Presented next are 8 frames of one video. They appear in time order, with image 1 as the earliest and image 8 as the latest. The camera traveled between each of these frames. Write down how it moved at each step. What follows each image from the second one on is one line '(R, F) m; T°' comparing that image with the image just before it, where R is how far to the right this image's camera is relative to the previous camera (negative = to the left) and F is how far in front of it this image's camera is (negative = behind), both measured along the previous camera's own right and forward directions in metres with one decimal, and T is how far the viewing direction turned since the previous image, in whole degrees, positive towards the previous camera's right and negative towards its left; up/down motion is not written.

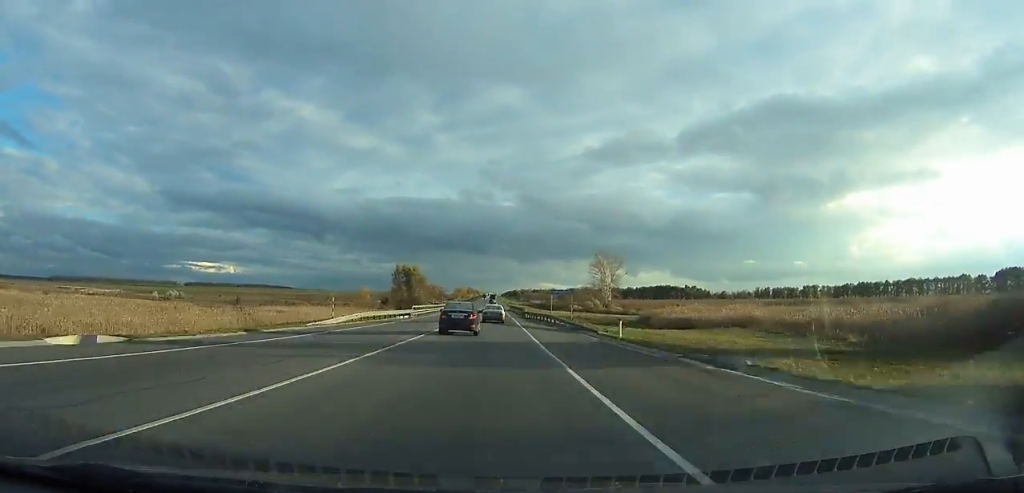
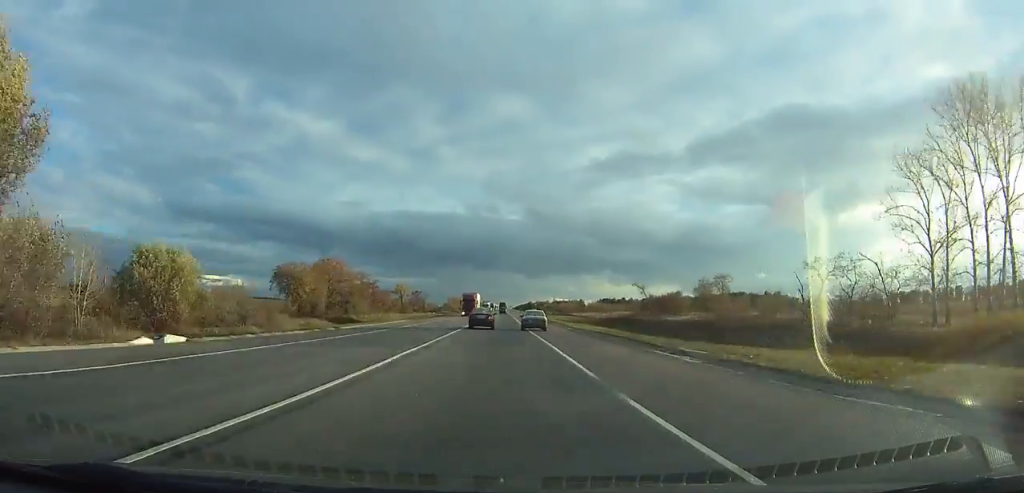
(-2.1, +185.7) m; -1°
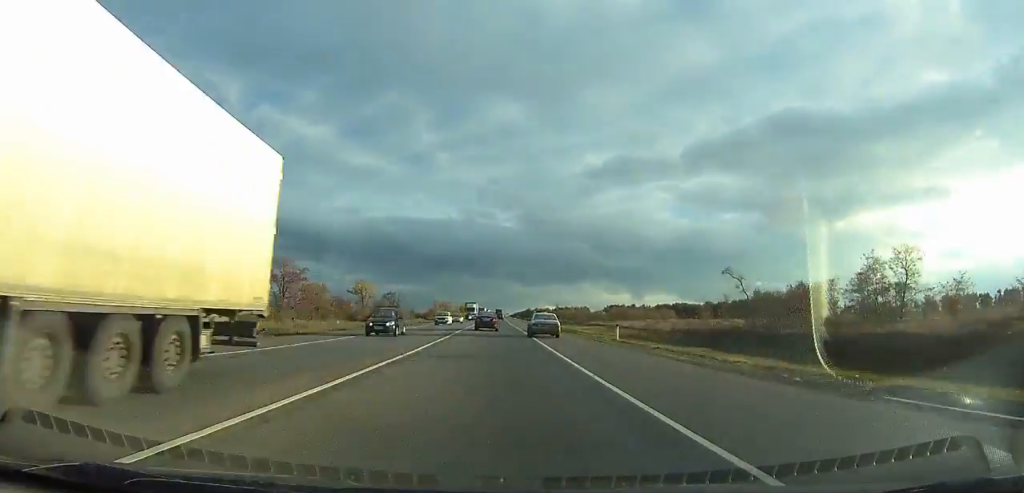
(0.0, +59.7) m; 0°
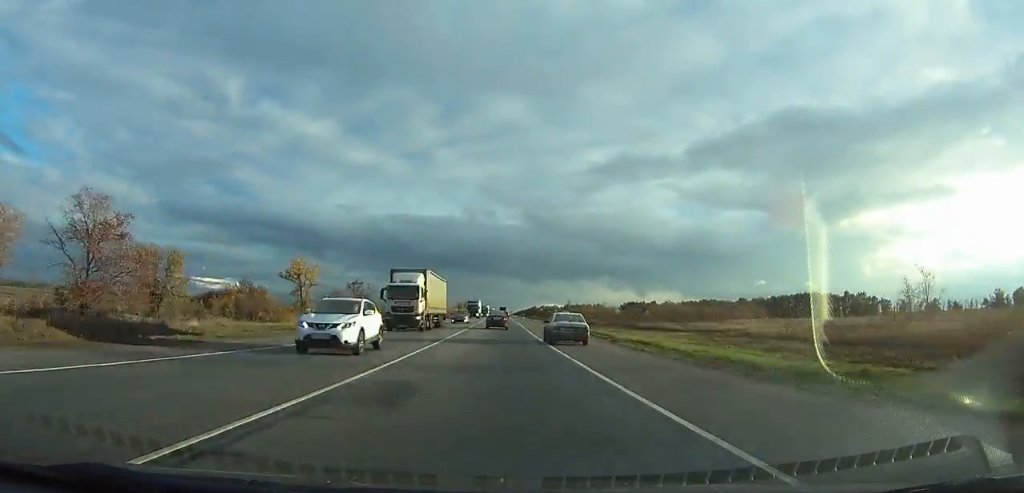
(0.0, +55.3) m; 0°
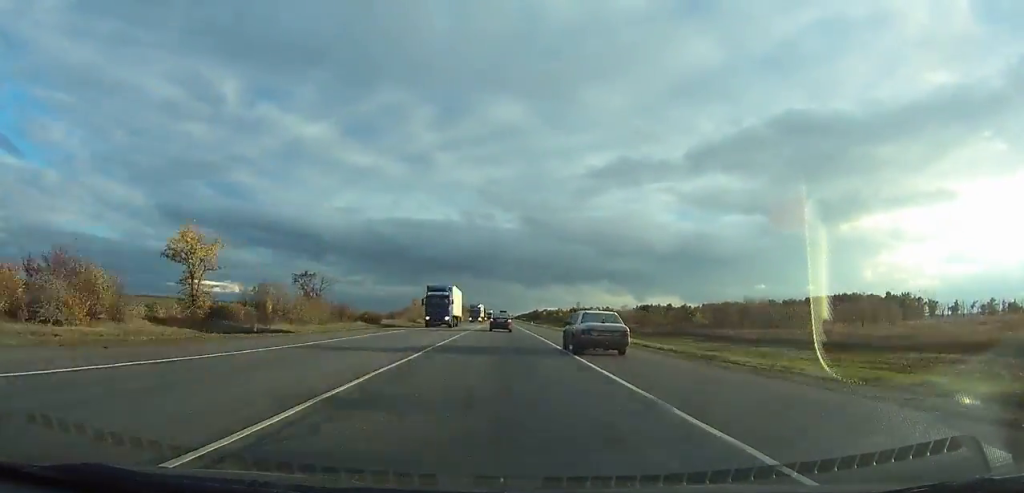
(0.0, +41.6) m; 0°
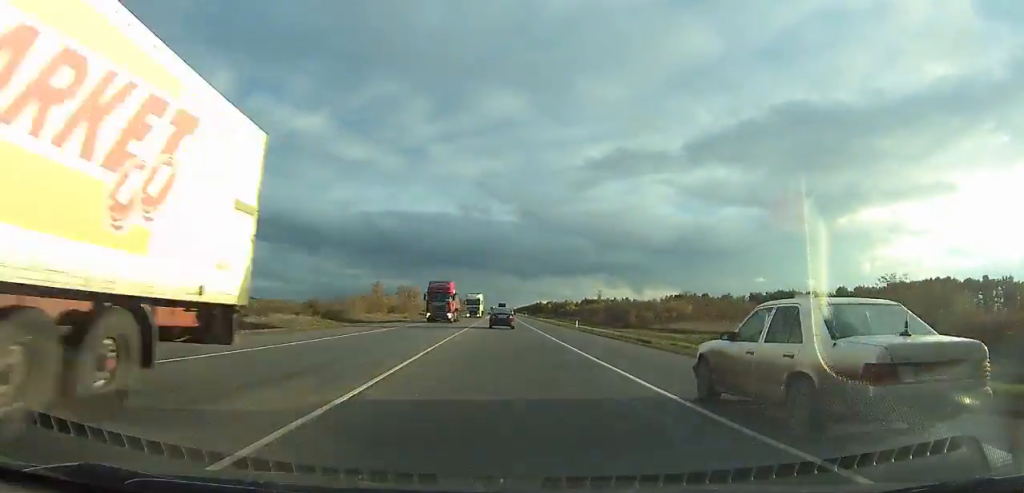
(+0.1, +72.6) m; 0°
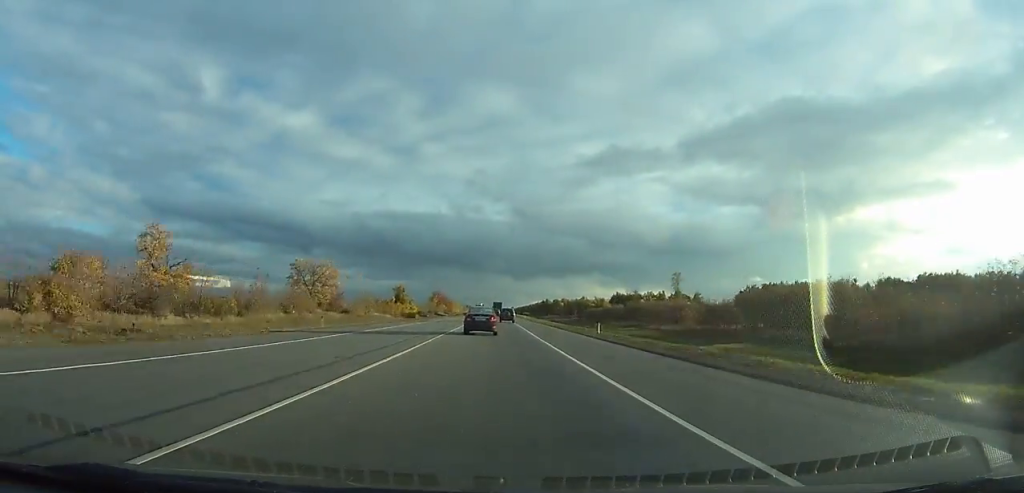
(+0.3, +116.1) m; 0°
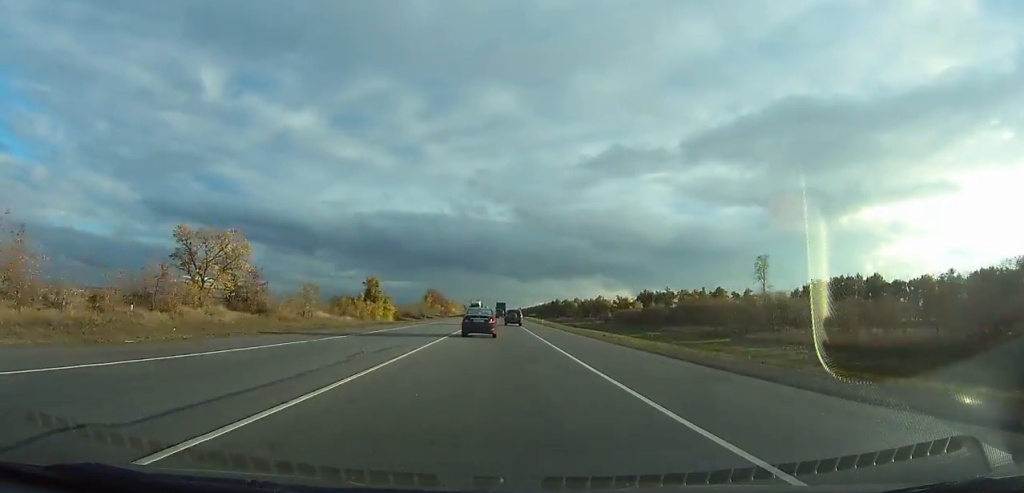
(-0.1, +45.6) m; 0°
